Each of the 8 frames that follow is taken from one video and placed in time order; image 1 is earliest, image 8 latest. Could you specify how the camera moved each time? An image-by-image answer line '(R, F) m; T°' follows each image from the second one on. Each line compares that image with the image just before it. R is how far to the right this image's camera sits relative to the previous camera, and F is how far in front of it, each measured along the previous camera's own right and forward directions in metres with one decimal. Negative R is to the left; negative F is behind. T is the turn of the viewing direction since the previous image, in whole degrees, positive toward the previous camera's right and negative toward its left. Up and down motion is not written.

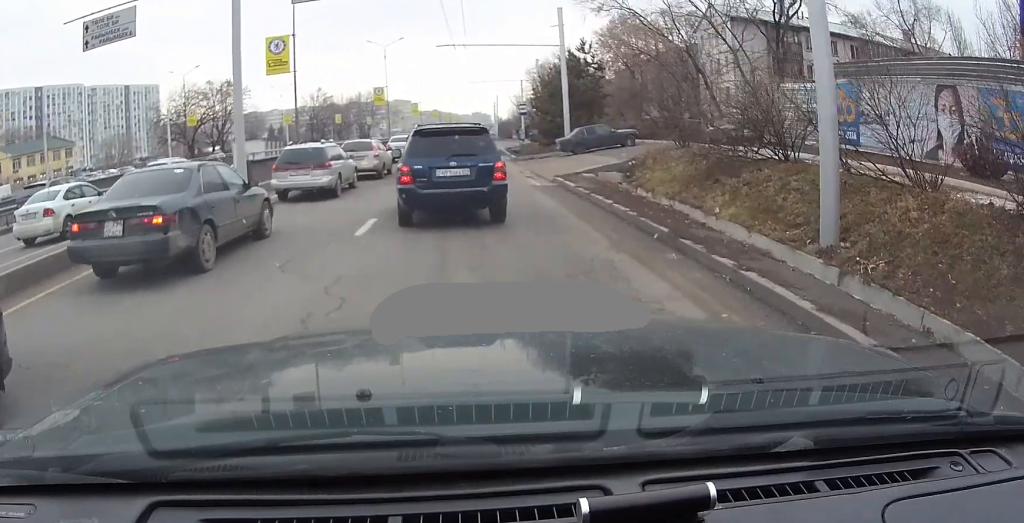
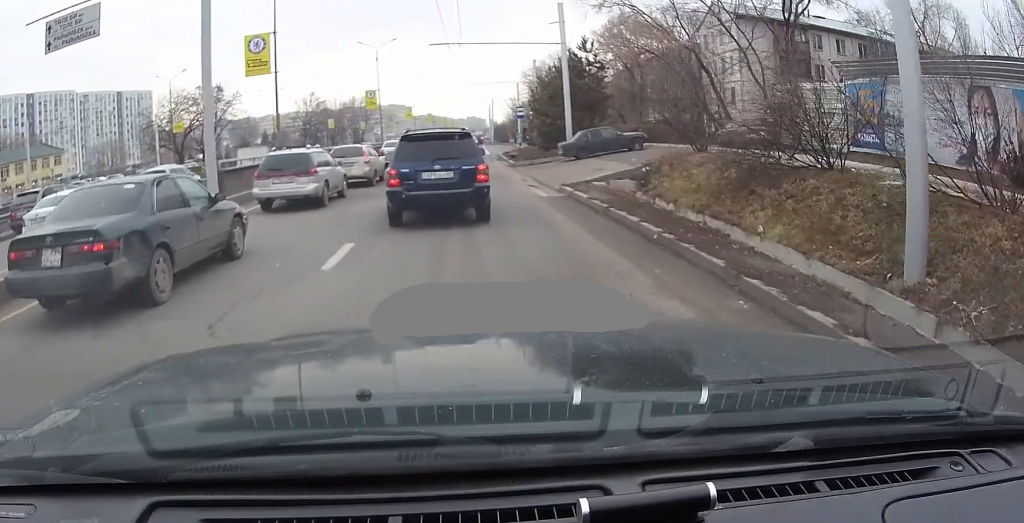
(0.0, +2.5) m; 0°
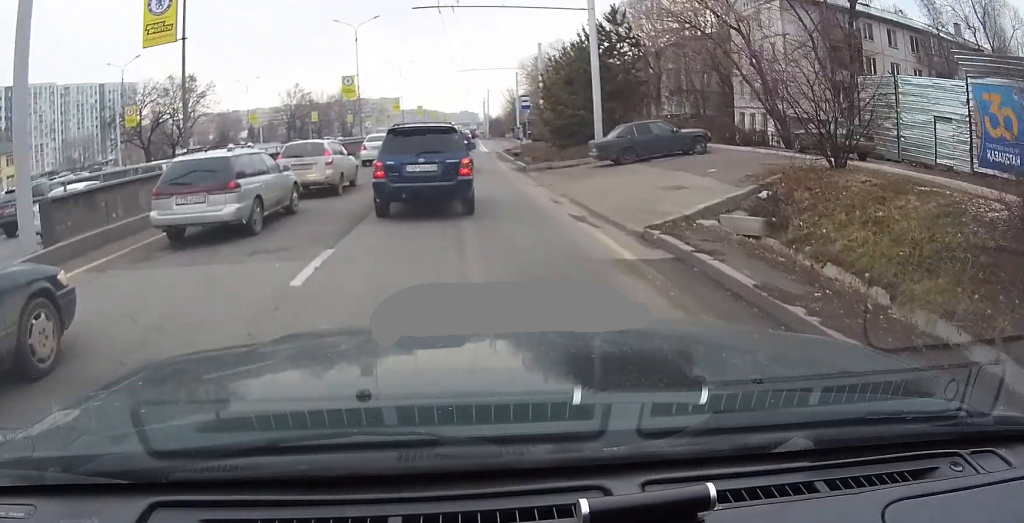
(0.0, +8.8) m; 0°
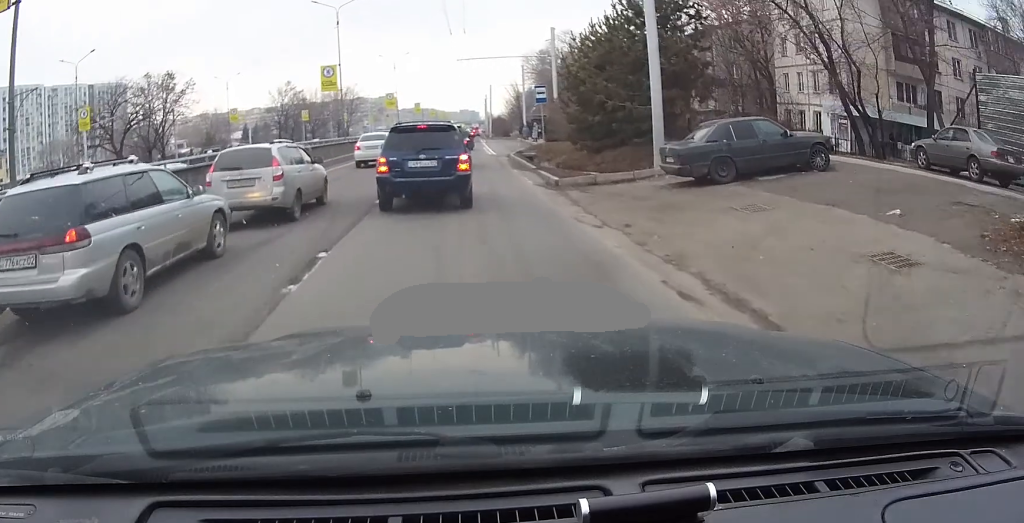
(0.0, +8.6) m; 0°
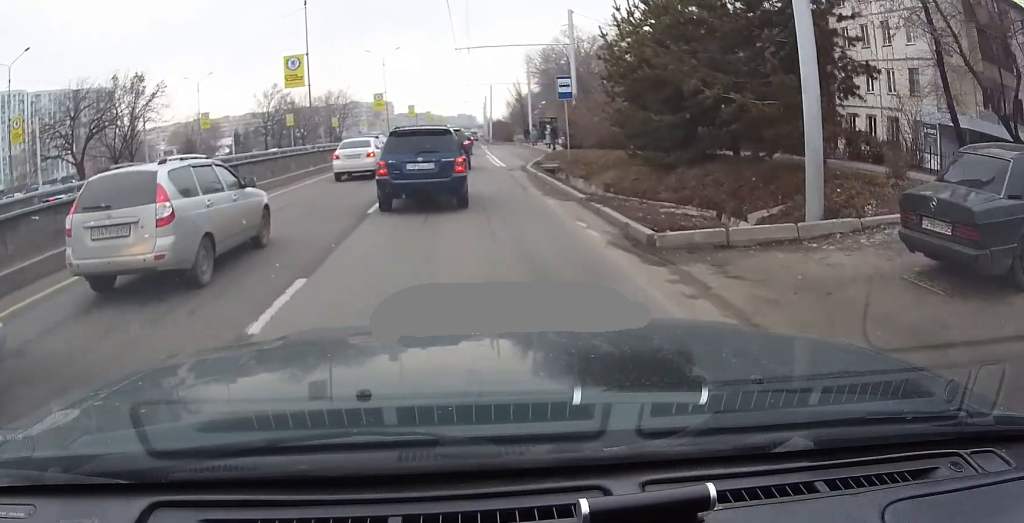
(0.0, +9.4) m; +1°
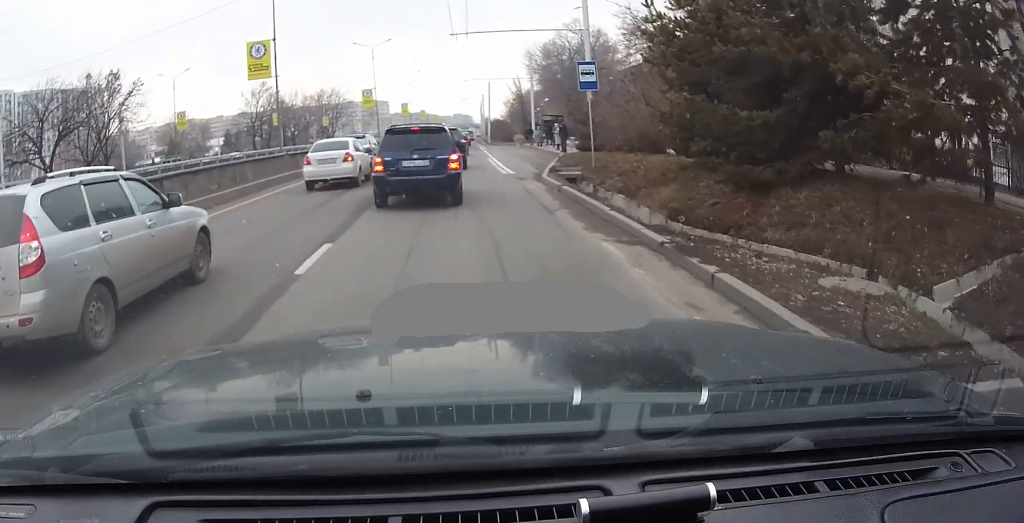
(0.0, +5.9) m; +1°
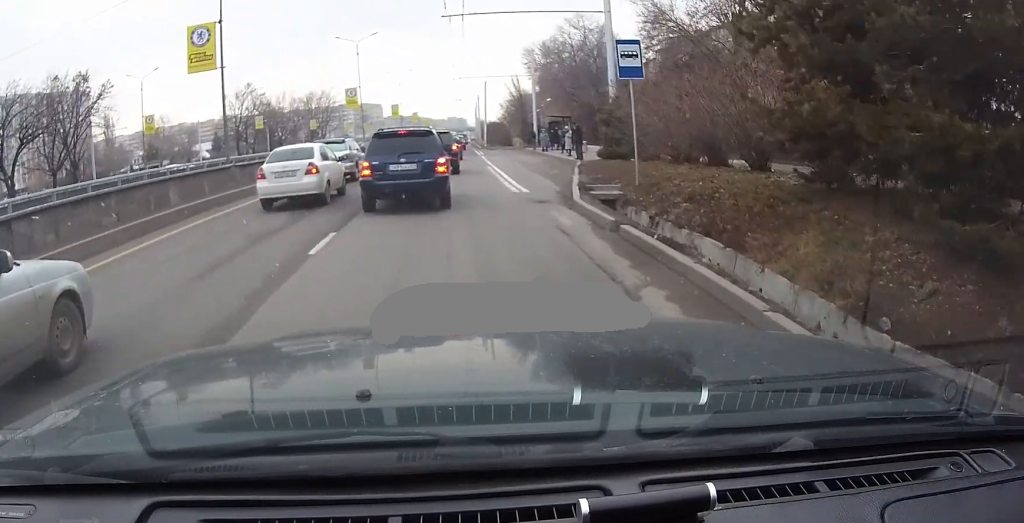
(0.0, +6.4) m; 0°
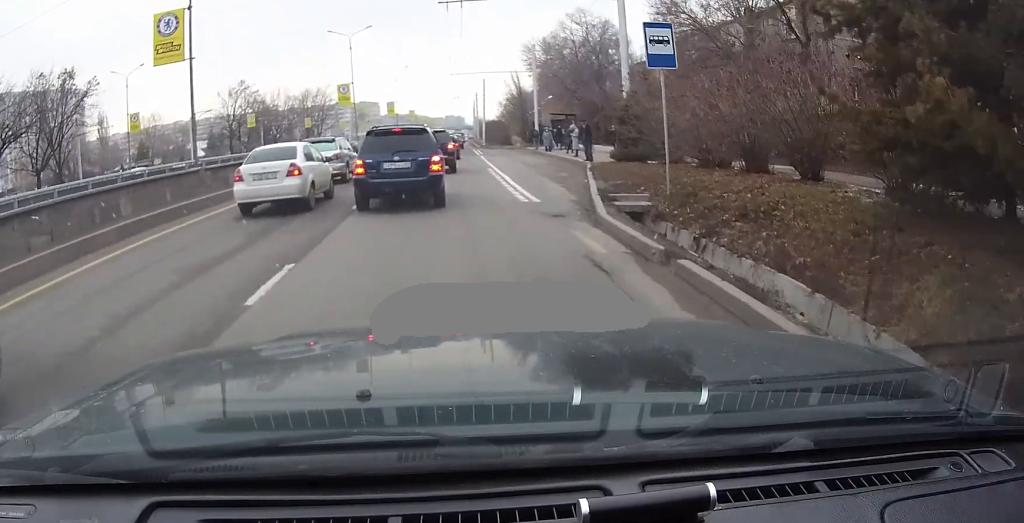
(0.0, +2.7) m; 0°
